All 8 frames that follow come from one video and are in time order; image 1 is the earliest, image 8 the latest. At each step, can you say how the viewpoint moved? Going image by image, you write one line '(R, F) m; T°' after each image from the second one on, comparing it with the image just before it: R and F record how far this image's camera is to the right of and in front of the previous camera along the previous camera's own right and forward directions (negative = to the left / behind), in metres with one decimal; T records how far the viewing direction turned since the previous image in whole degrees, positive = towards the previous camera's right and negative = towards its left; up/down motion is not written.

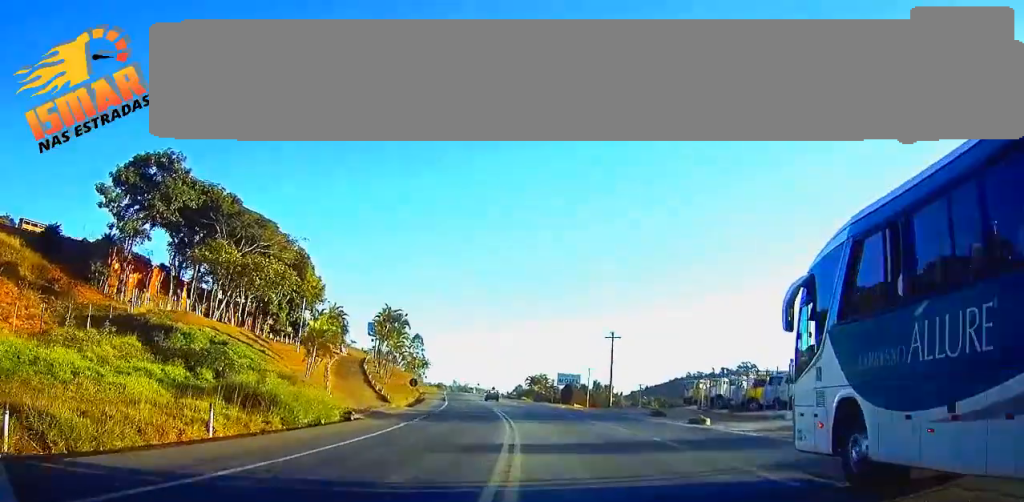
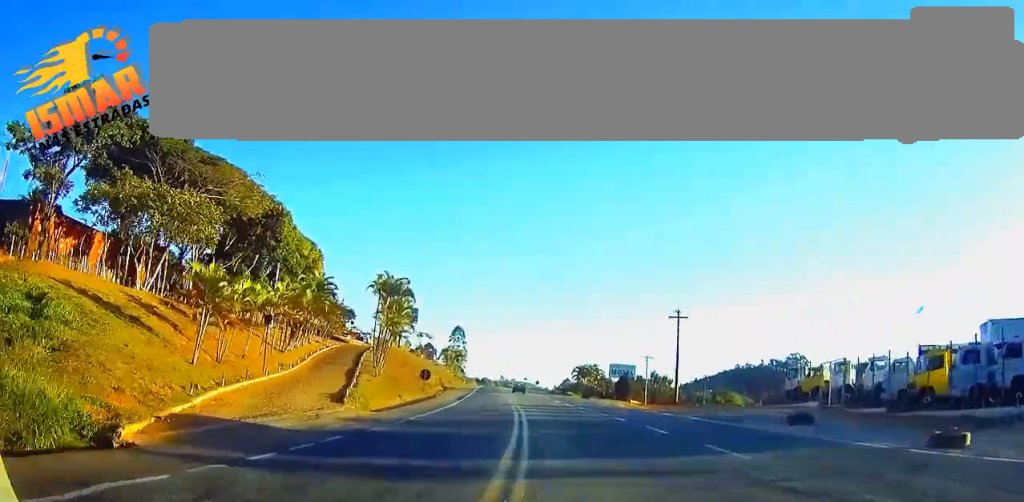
(-0.5, +19.0) m; -3°
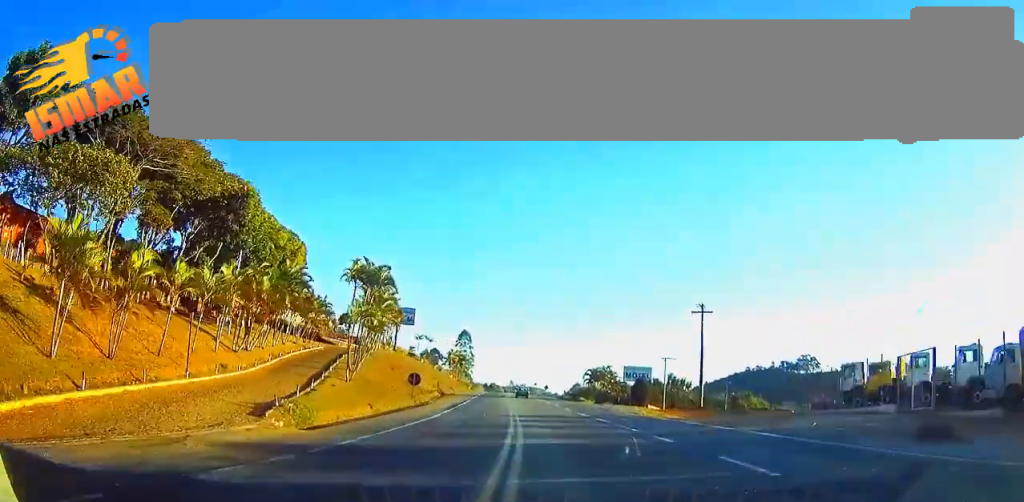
(-0.1, +8.9) m; -1°
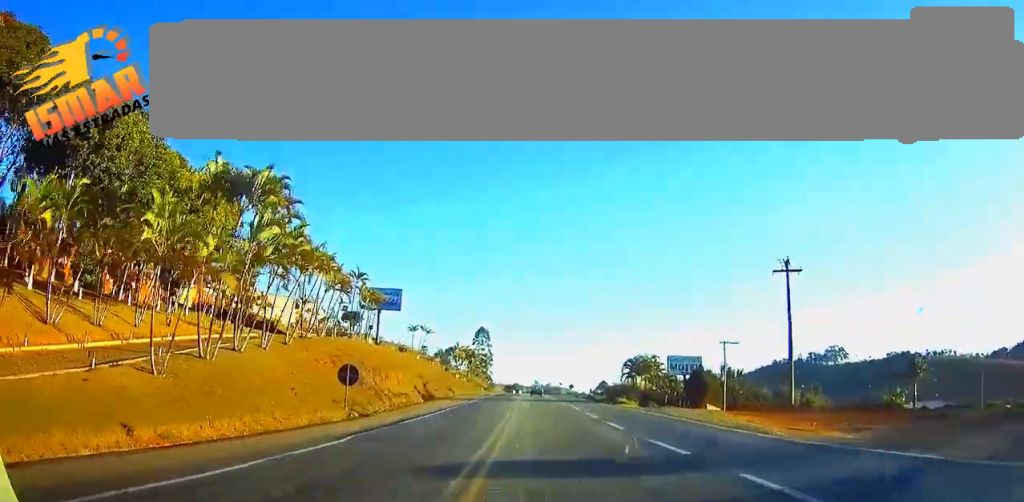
(-0.7, +22.5) m; -3°
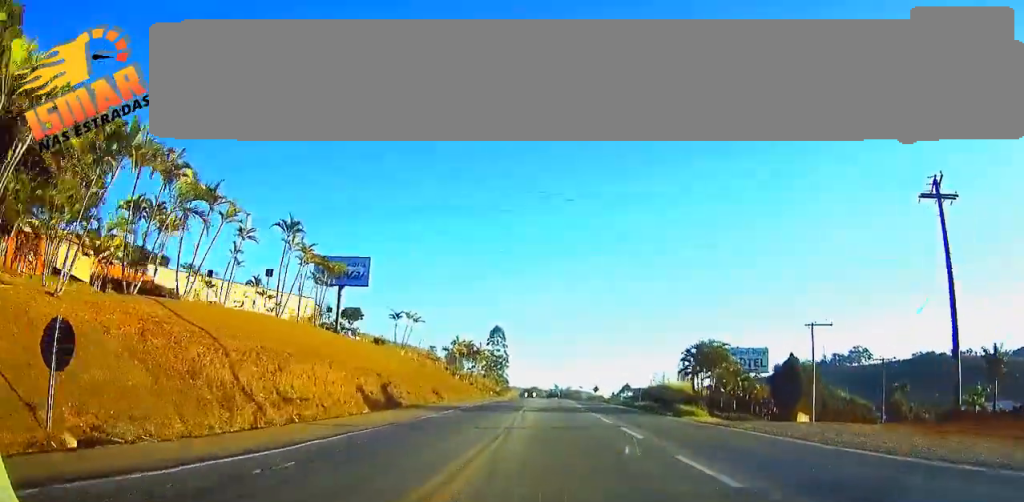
(-0.3, +21.7) m; -1°
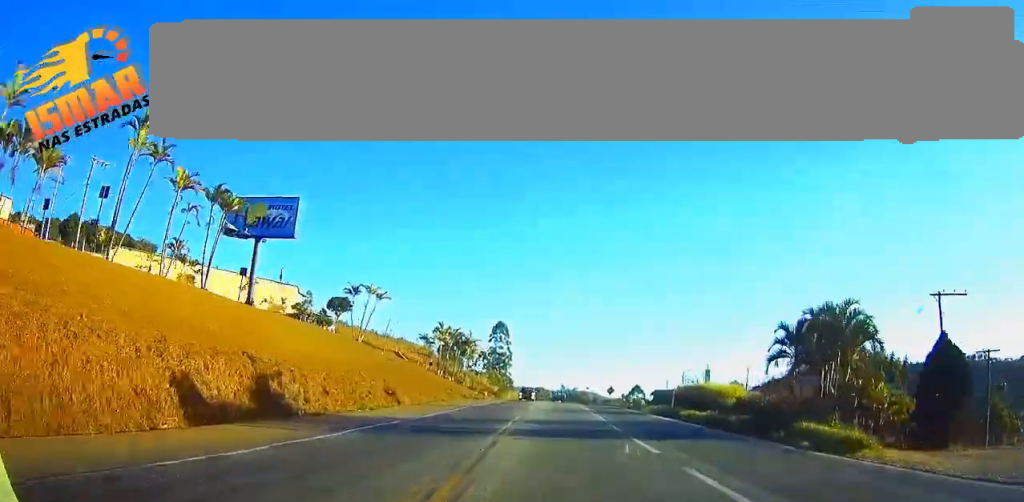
(0.0, +19.2) m; 0°
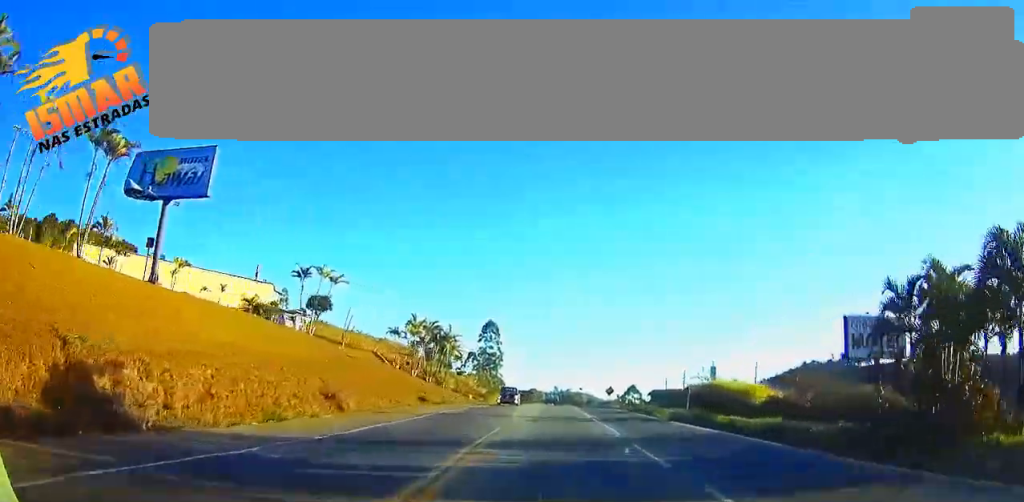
(+0.1, +10.5) m; 0°
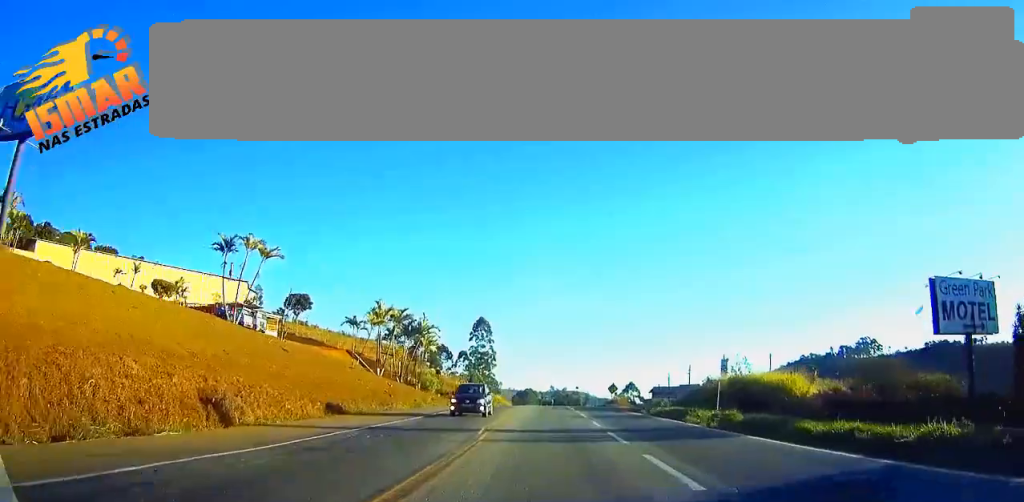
(+0.1, +11.2) m; 0°
